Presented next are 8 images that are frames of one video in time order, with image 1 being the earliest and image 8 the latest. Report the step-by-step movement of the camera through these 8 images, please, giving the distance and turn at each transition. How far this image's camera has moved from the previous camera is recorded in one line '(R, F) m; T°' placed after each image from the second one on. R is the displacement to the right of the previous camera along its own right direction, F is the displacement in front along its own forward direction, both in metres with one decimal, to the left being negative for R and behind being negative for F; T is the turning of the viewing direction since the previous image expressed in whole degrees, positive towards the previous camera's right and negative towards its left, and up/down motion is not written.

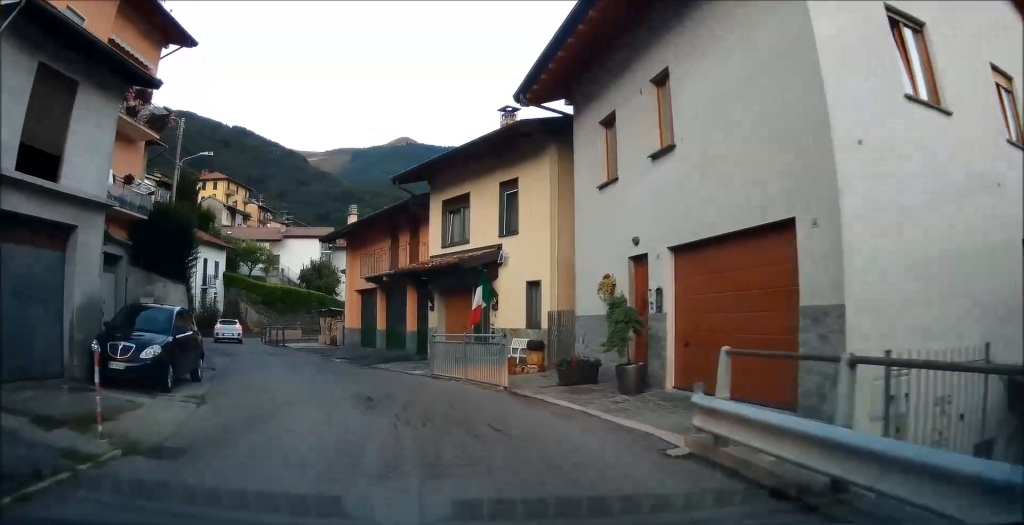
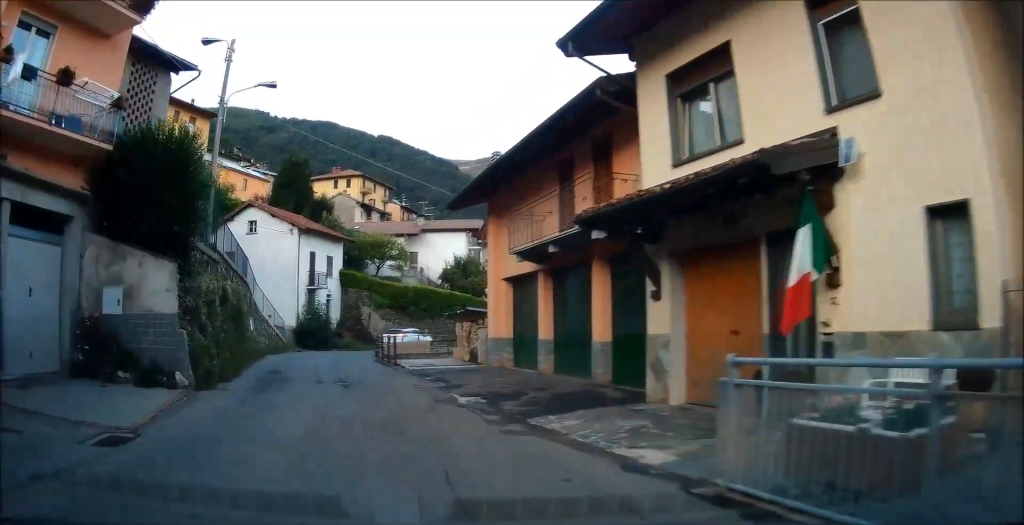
(-1.3, +11.3) m; -18°
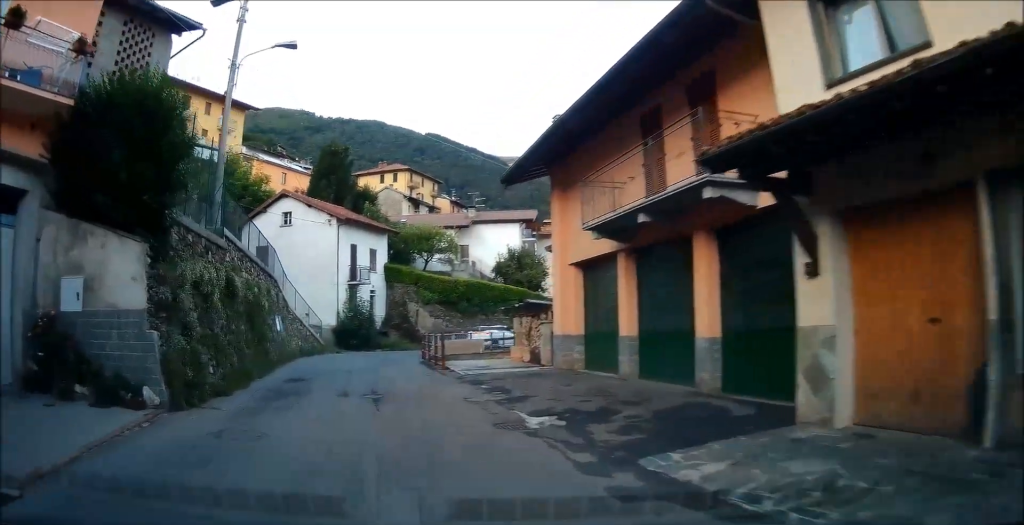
(-0.3, +3.5) m; -5°
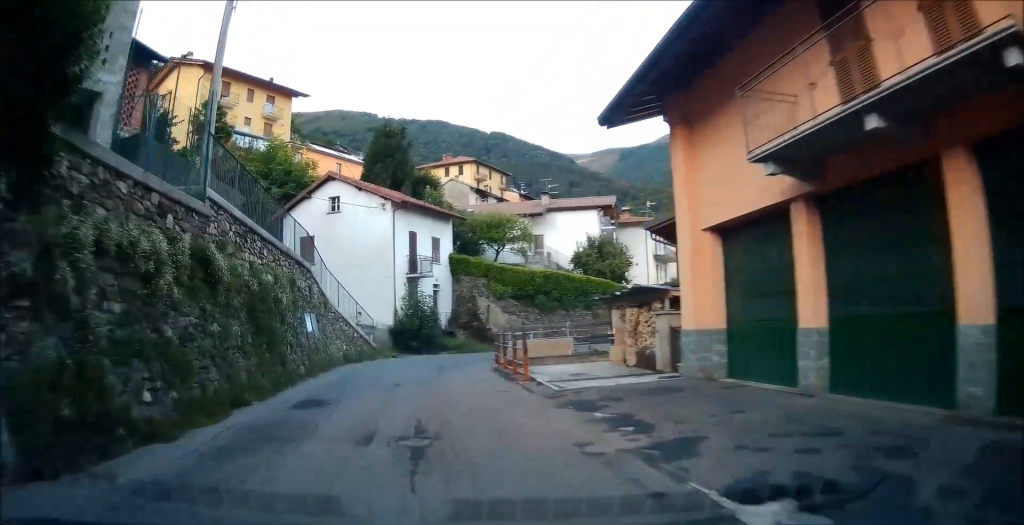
(-0.1, +5.3) m; -1°
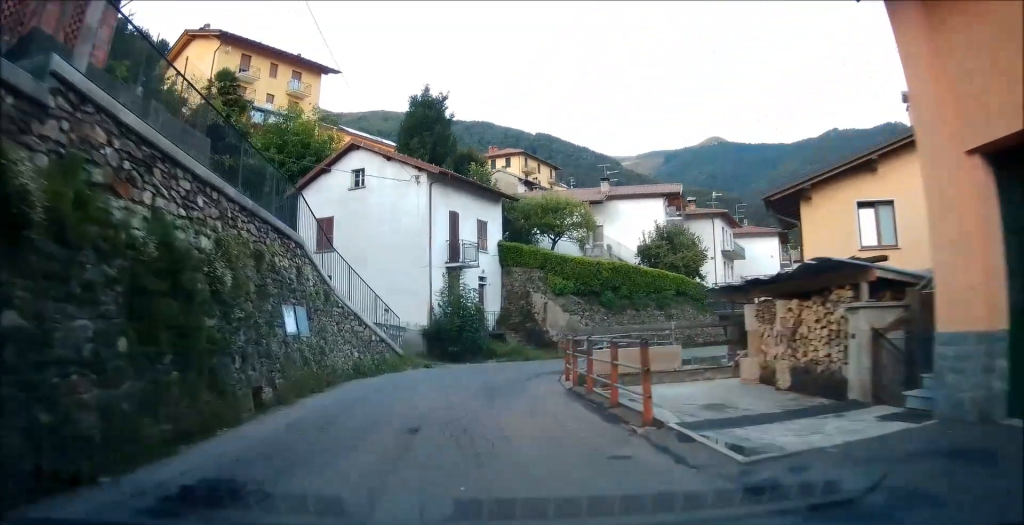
(0.0, +6.6) m; +2°
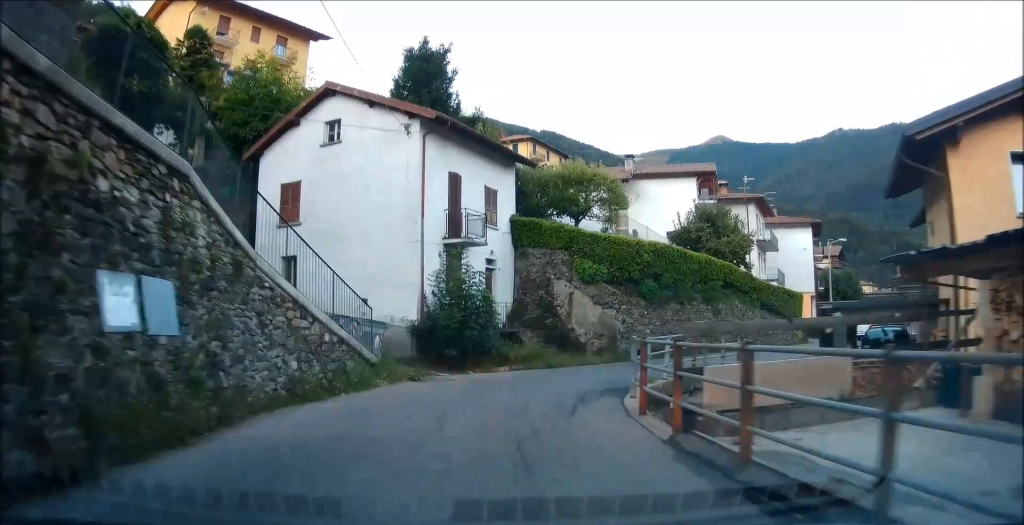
(+0.2, +7.0) m; 0°
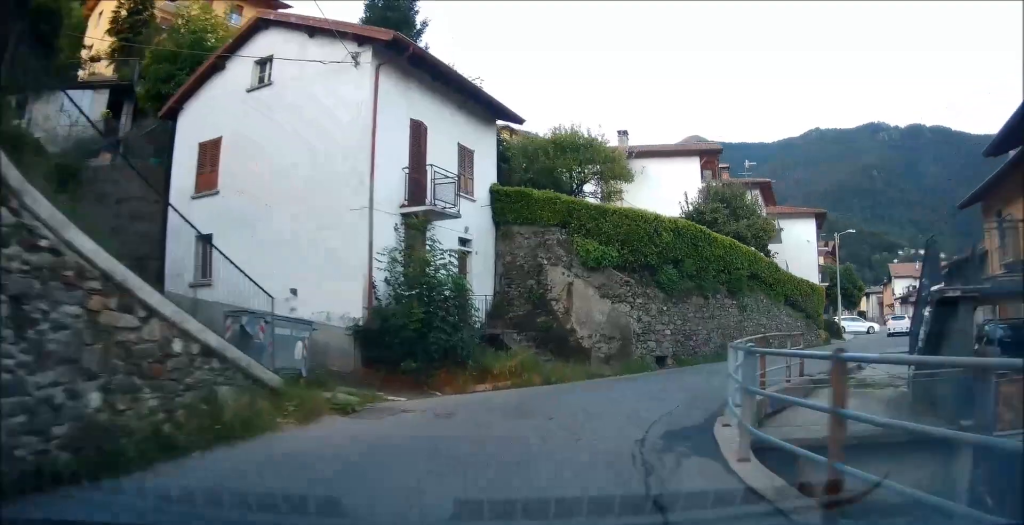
(-0.3, +6.0) m; +3°
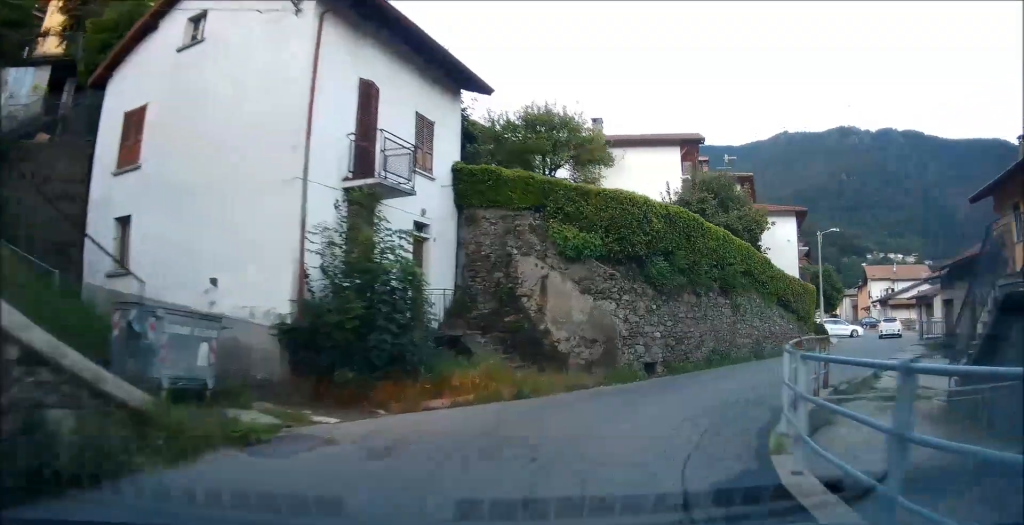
(+0.1, +2.9) m; +5°
